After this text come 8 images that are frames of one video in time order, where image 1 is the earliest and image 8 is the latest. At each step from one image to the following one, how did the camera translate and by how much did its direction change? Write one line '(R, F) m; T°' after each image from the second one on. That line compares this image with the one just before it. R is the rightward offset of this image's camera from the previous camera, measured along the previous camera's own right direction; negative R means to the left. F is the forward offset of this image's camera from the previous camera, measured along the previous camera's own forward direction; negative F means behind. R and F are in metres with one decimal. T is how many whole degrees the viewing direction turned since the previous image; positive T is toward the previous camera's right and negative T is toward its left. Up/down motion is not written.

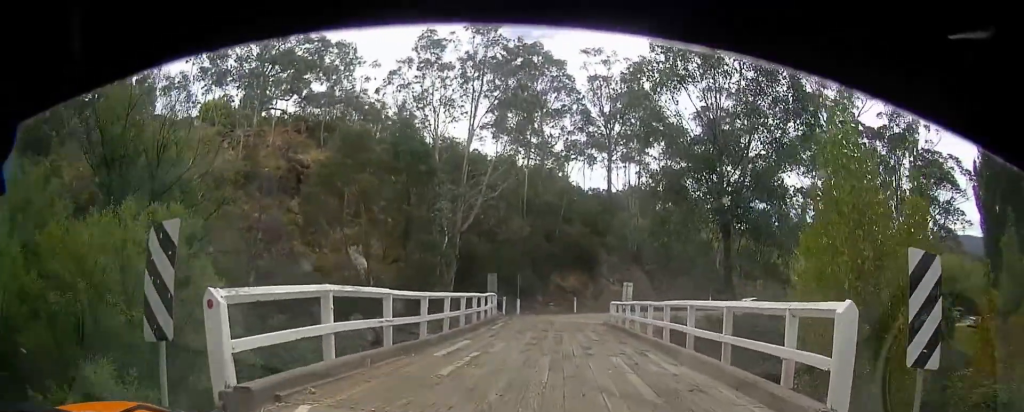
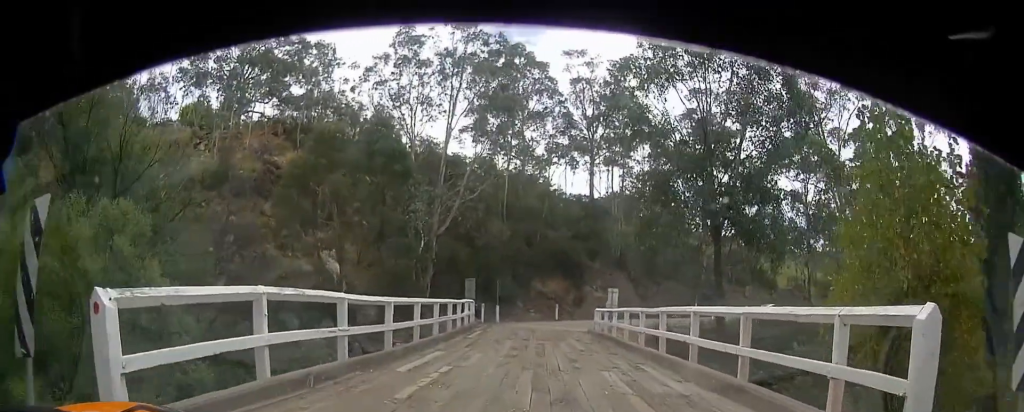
(+0.1, +1.4) m; +3°
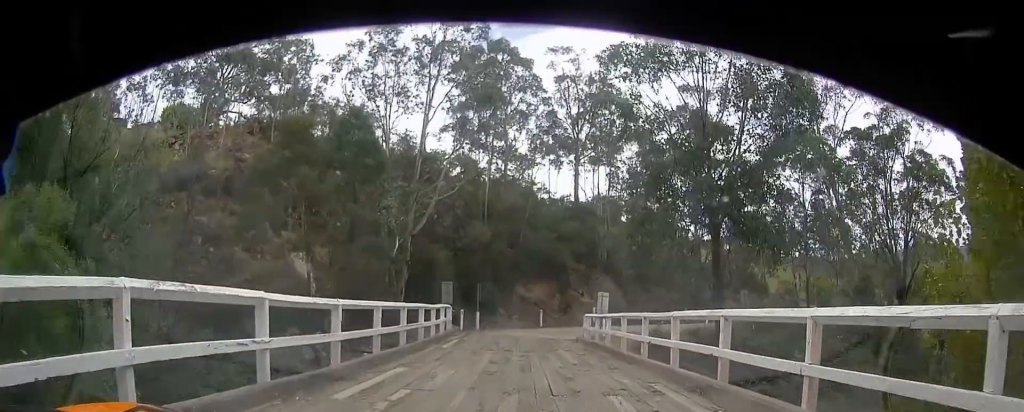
(+0.1, +2.2) m; +1°
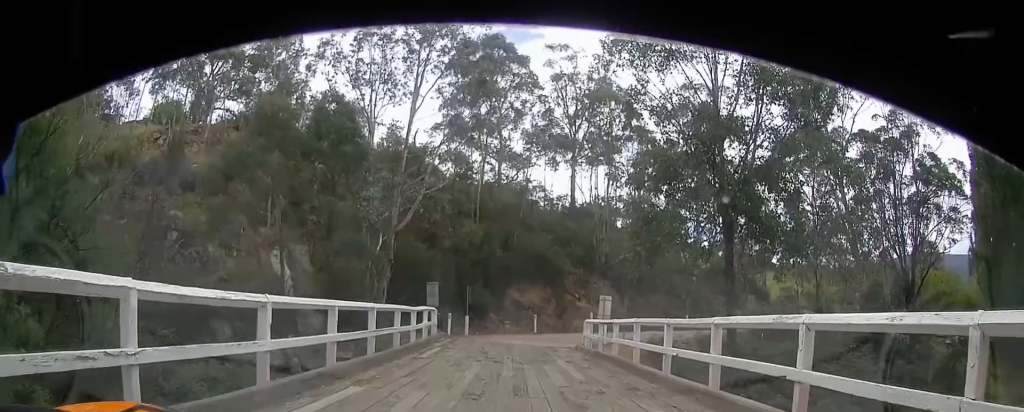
(0.0, +2.3) m; 0°
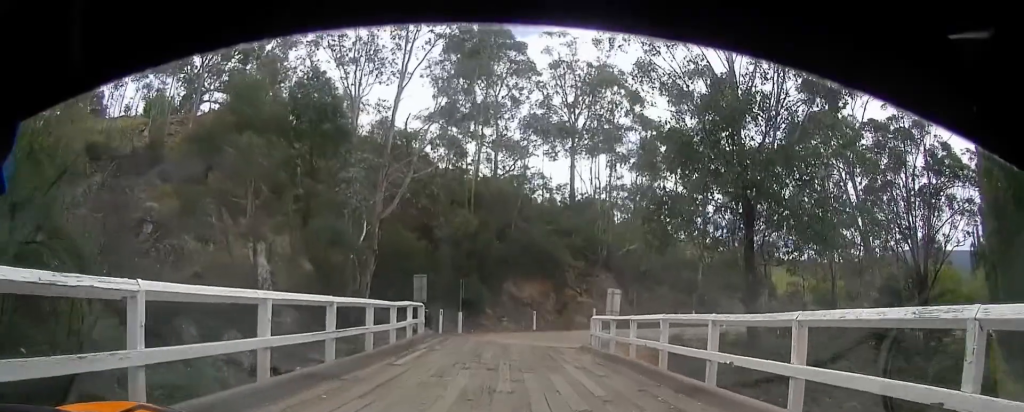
(0.0, +2.5) m; 0°
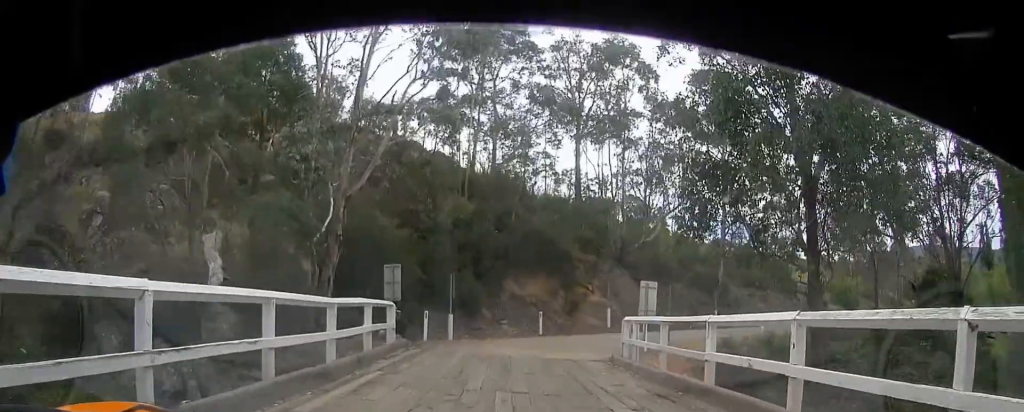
(0.0, +4.7) m; +1°
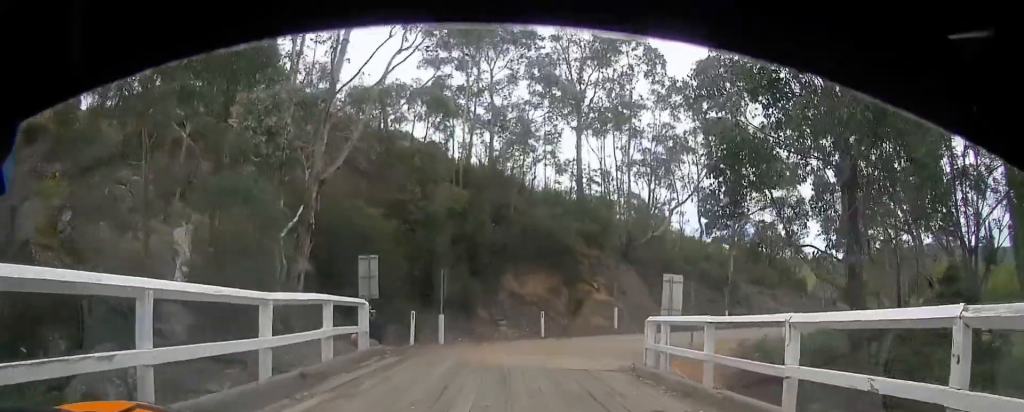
(0.0, +2.3) m; +1°
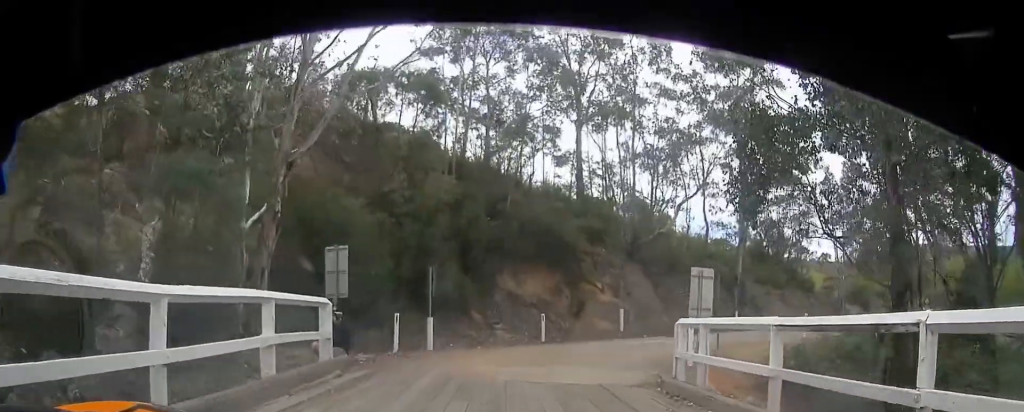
(0.0, +2.0) m; -1°
